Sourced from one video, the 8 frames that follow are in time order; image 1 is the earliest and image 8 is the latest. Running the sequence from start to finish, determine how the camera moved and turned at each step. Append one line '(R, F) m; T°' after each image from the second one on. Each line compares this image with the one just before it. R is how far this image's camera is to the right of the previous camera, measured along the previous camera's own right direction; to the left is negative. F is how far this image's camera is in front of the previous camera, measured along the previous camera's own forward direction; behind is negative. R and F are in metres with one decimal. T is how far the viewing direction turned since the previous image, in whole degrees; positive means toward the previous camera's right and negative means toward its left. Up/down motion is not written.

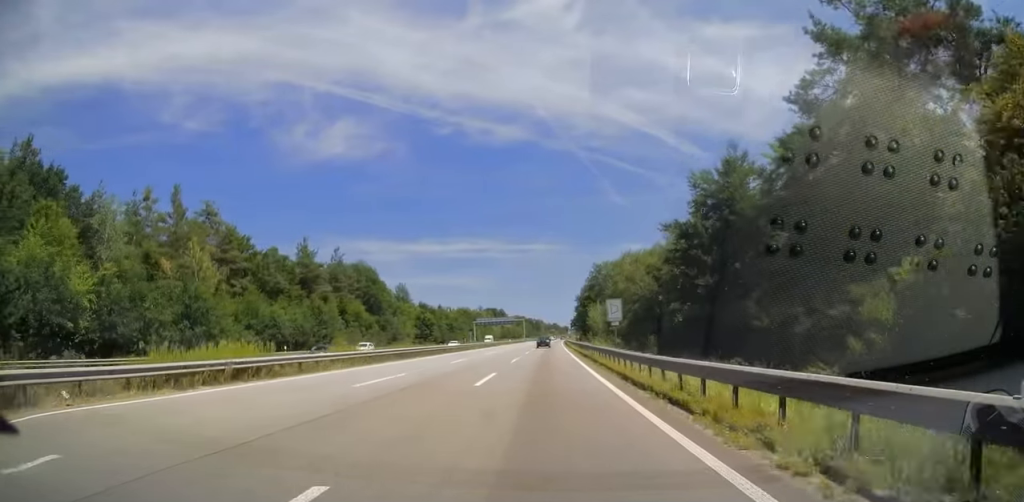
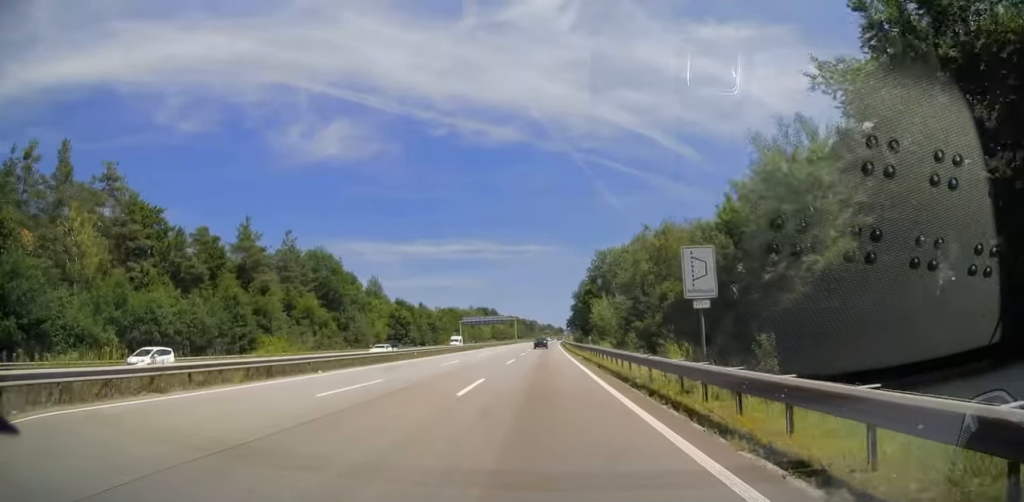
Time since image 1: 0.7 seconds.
(-0.3, +20.7) m; 0°
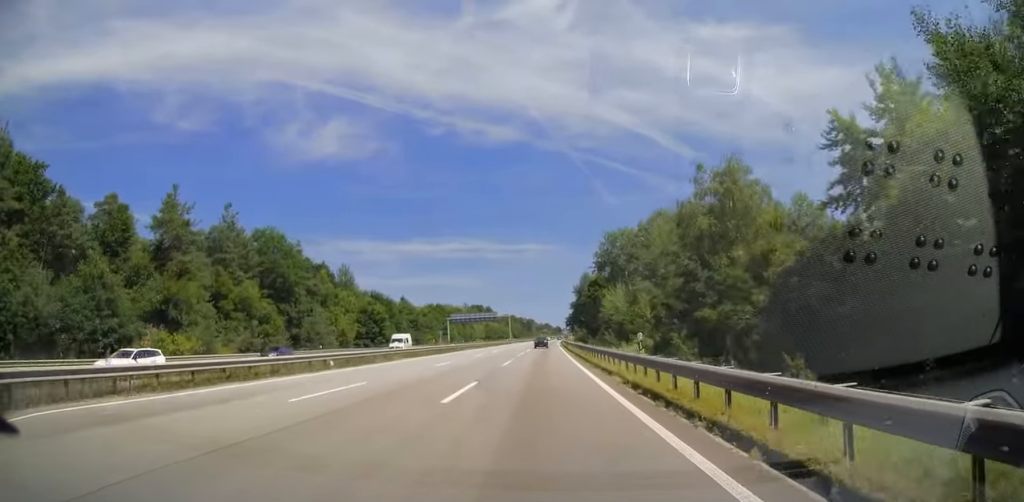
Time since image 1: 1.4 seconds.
(+0.3, +19.7) m; +1°
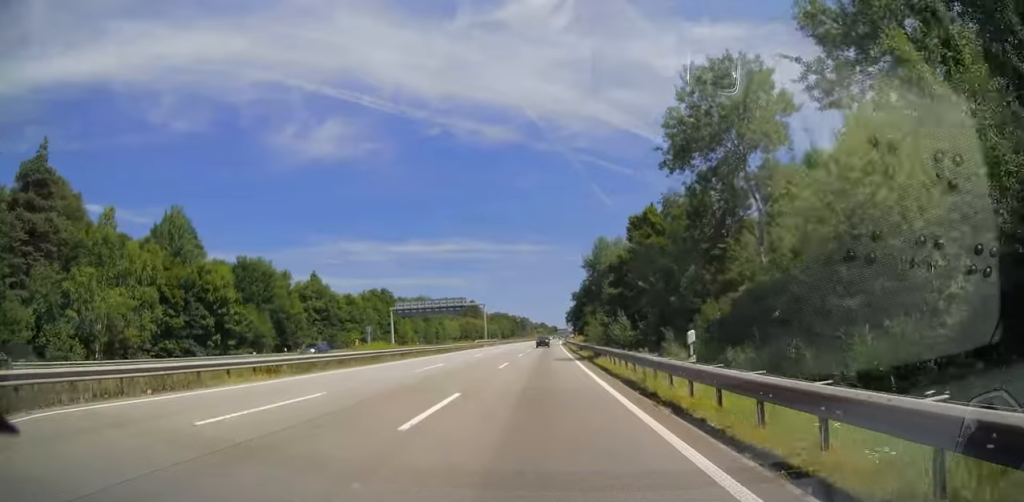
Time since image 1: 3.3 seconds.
(+0.4, +57.7) m; 0°
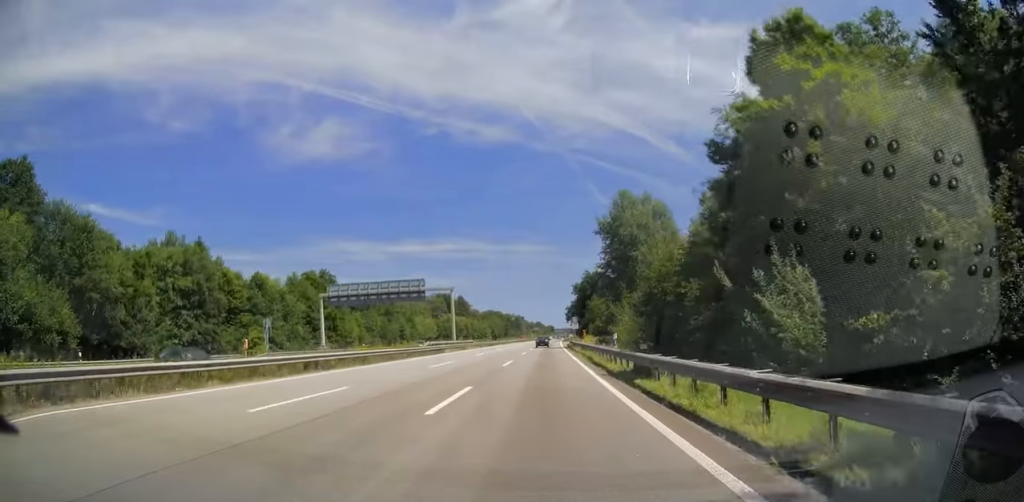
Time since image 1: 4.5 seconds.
(0.0, +34.1) m; 0°
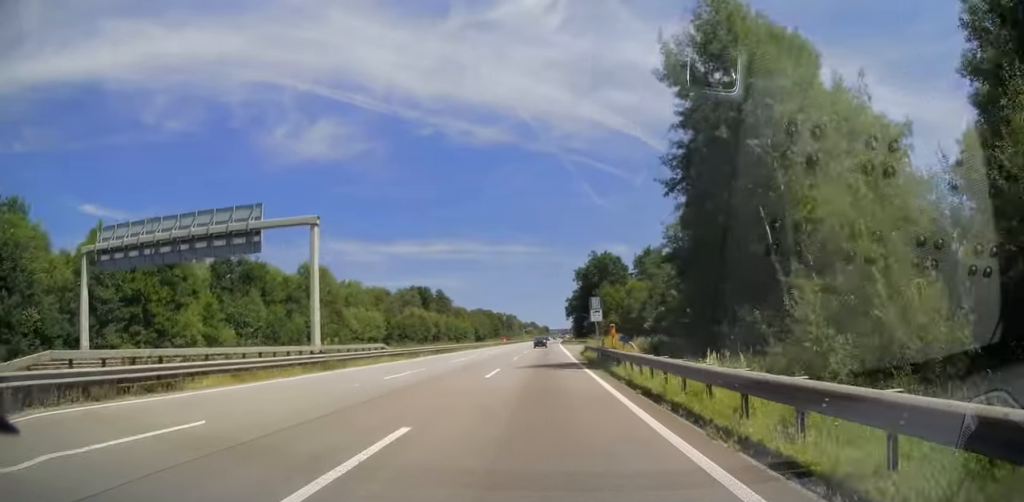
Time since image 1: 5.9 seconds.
(+0.2, +43.4) m; +1°
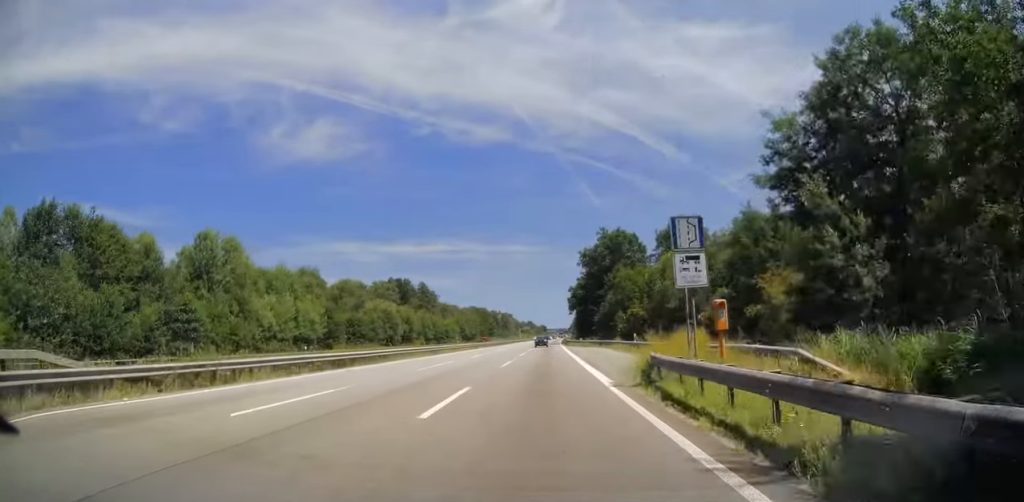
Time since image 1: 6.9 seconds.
(+0.4, +29.1) m; +1°
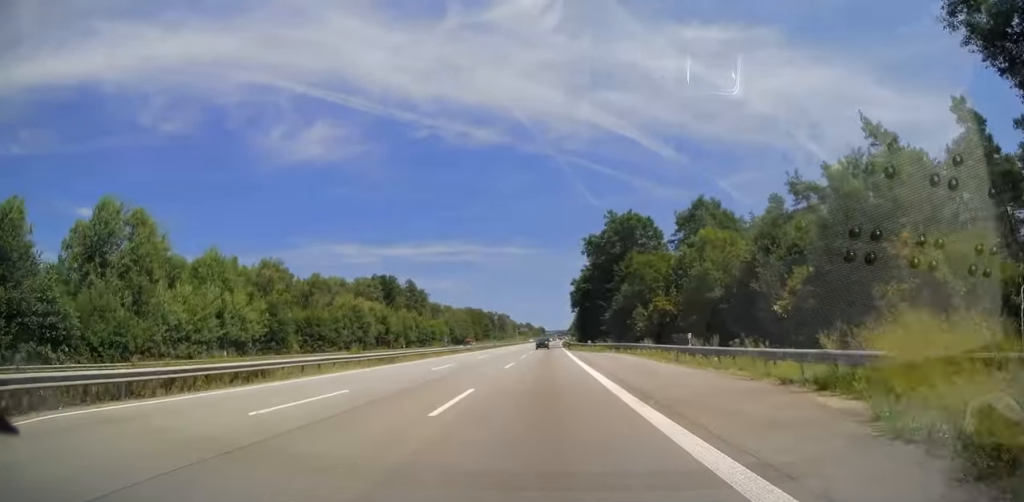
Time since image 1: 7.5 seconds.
(0.0, +17.3) m; 0°
